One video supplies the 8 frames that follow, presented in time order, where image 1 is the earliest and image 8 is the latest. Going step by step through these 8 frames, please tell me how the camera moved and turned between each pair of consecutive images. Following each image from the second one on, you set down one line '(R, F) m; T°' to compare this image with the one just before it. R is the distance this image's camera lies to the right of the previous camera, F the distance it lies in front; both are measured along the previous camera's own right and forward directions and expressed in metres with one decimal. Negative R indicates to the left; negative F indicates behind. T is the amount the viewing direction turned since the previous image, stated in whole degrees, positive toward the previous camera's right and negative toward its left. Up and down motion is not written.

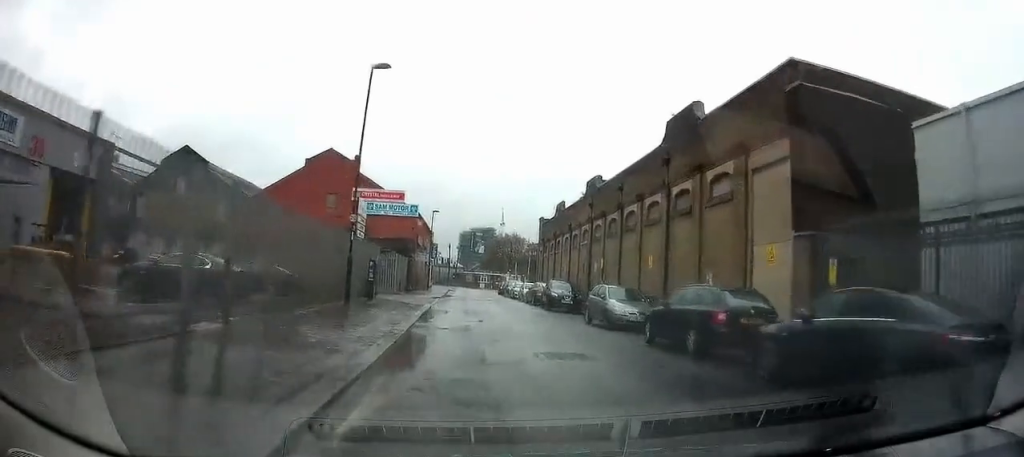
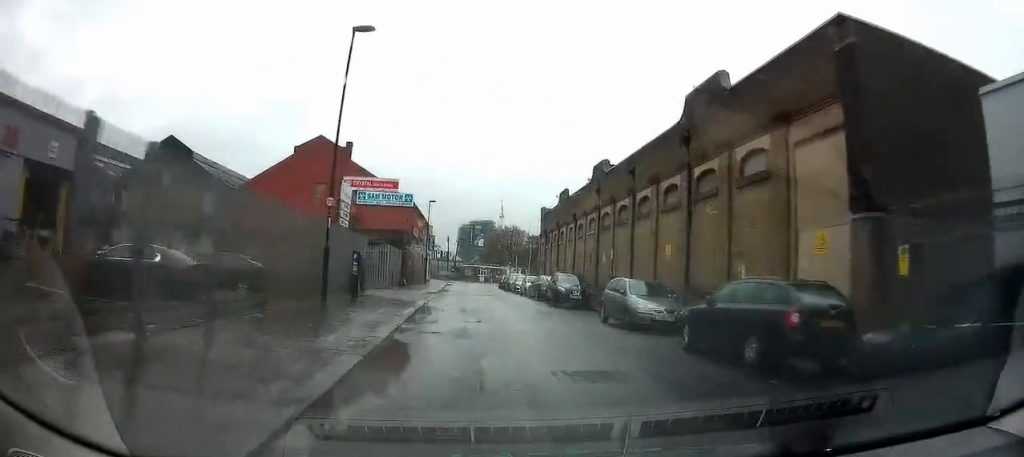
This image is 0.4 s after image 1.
(0.0, +2.3) m; 0°
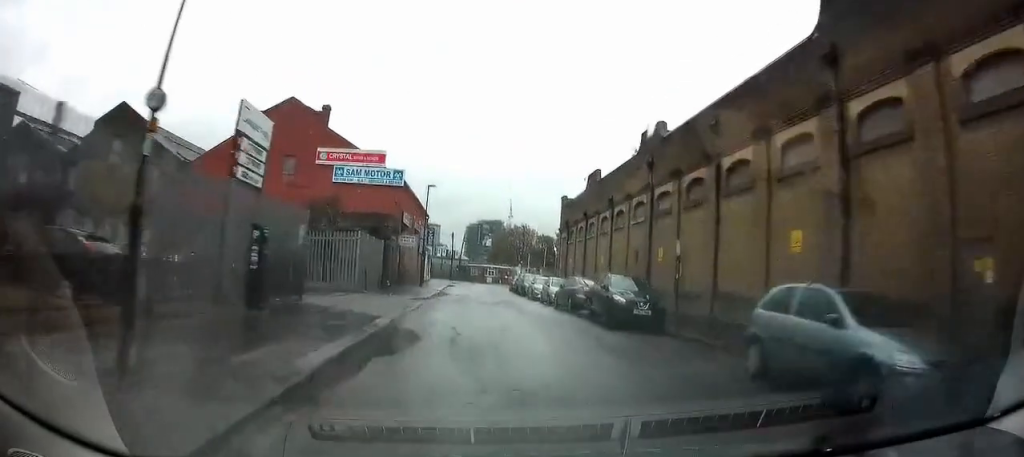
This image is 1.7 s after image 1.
(0.0, +8.9) m; +1°
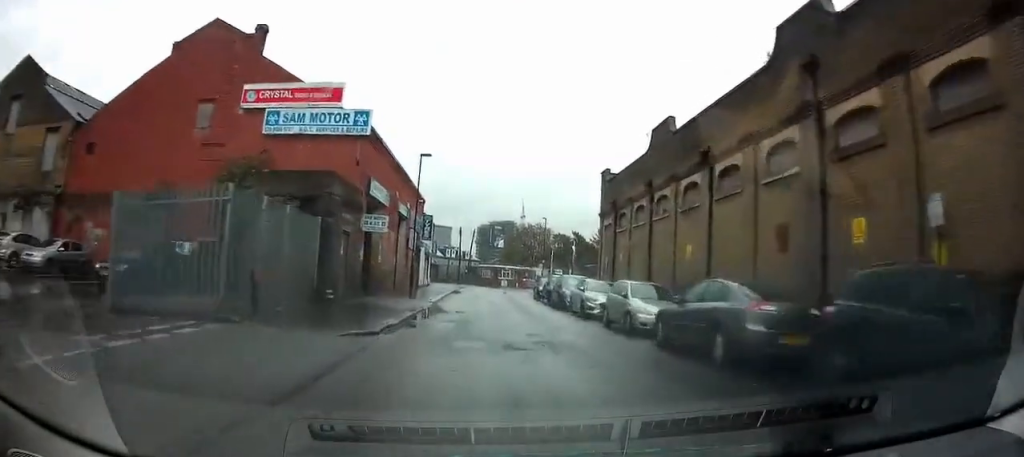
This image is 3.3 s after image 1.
(+0.5, +14.4) m; +2°
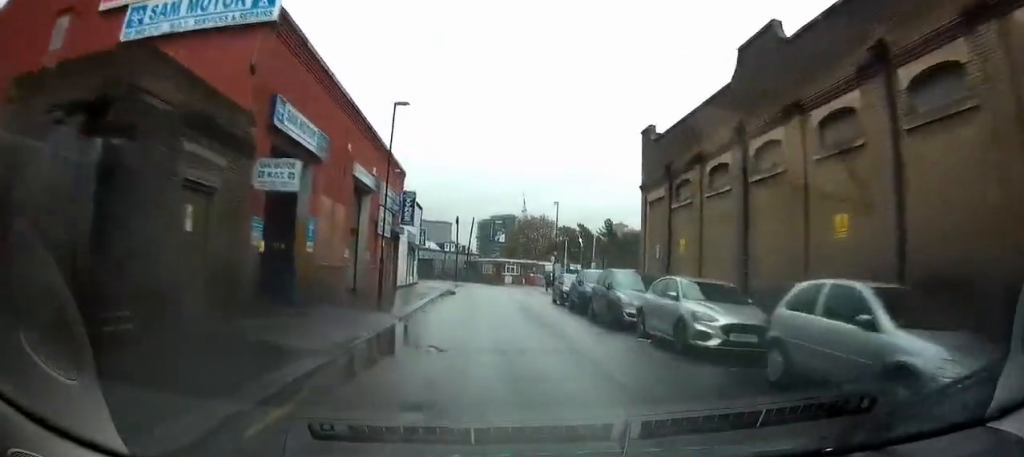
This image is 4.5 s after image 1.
(-0.4, +11.0) m; -4°
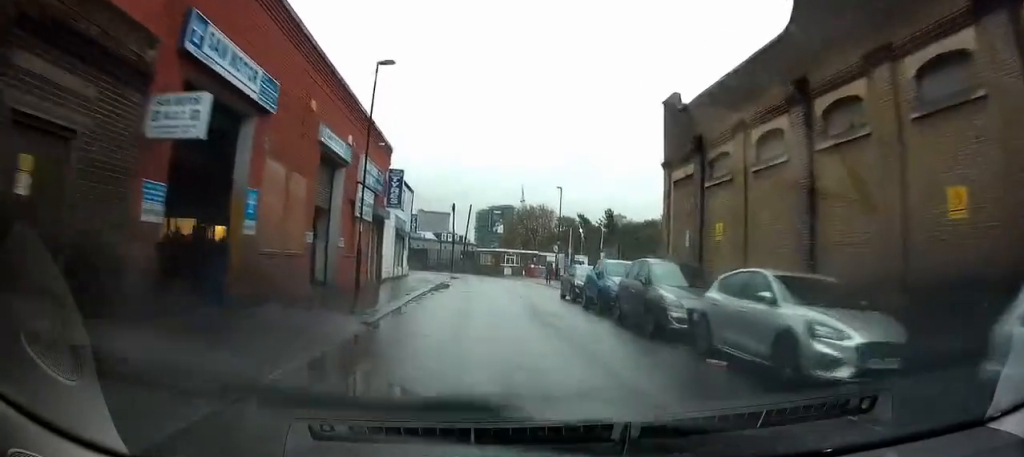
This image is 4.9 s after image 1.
(-0.1, +4.1) m; -1°
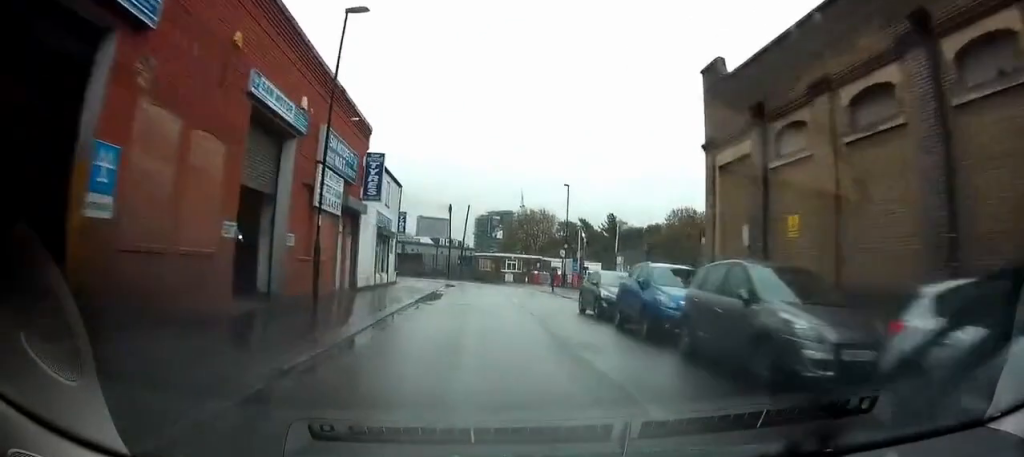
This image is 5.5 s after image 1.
(0.0, +5.3) m; 0°
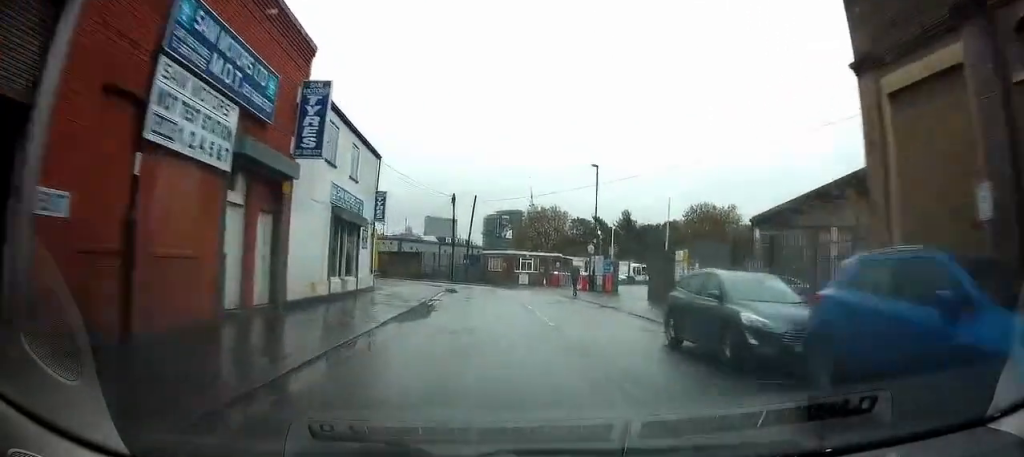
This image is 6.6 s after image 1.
(0.0, +9.5) m; -2°
